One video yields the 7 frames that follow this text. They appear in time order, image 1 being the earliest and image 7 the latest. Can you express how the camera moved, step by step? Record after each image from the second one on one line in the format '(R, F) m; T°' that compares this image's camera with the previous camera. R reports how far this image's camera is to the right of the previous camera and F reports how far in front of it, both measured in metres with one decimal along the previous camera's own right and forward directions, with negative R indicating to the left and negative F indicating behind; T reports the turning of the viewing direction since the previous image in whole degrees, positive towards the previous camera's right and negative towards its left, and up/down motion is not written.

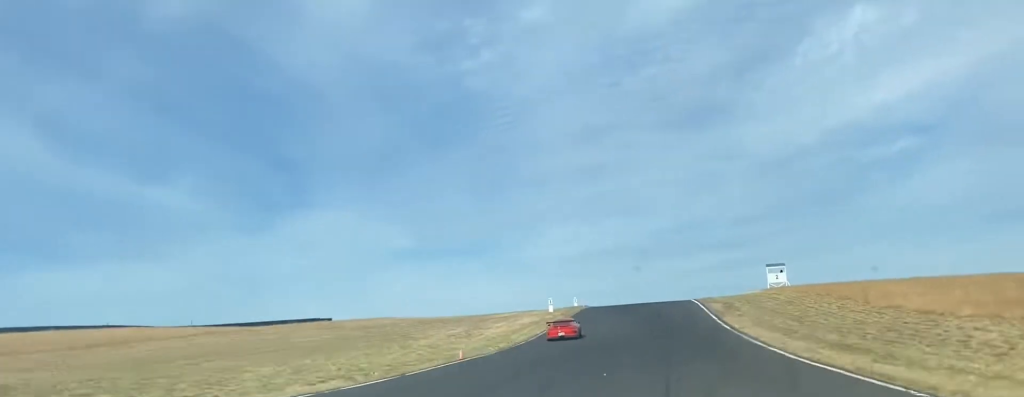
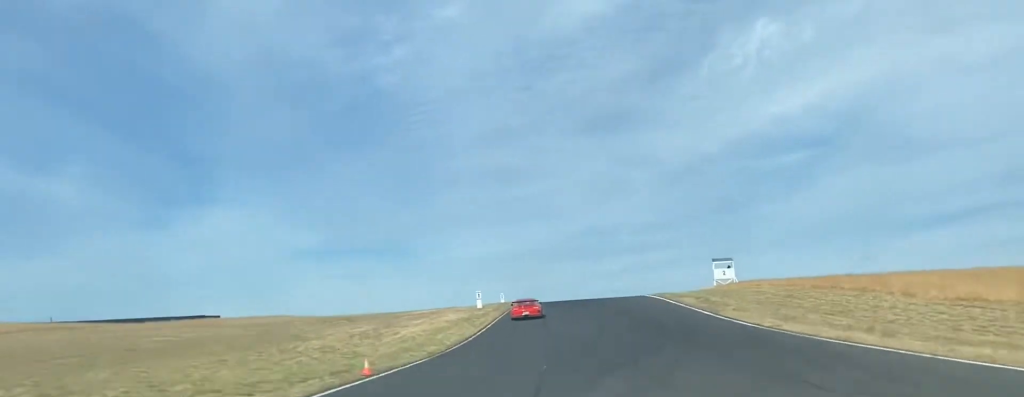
(+1.3, +16.3) m; +9°
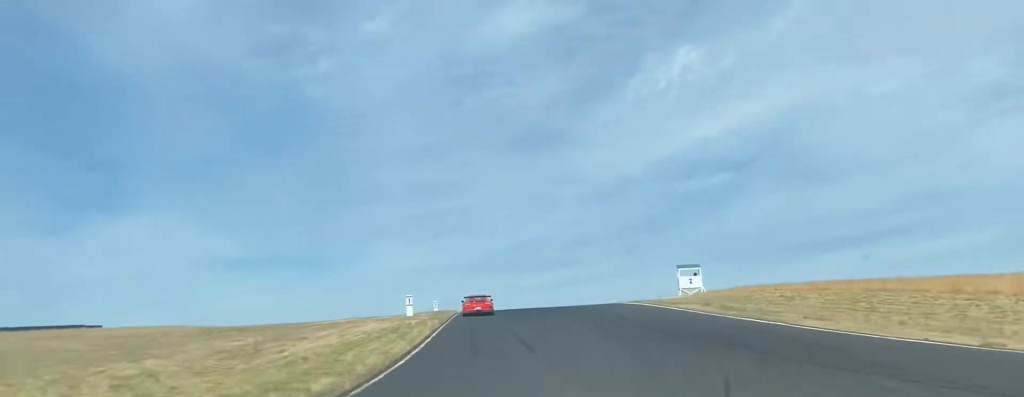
(+1.7, +17.3) m; +4°
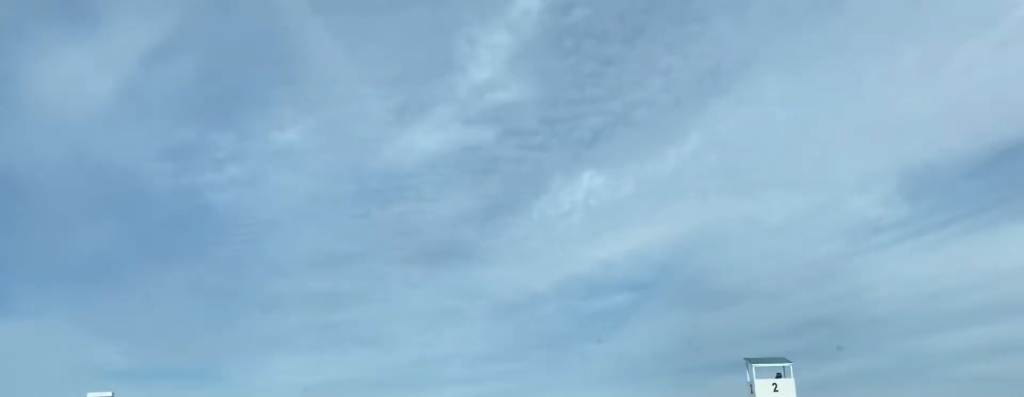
(+2.1, +43.1) m; 0°
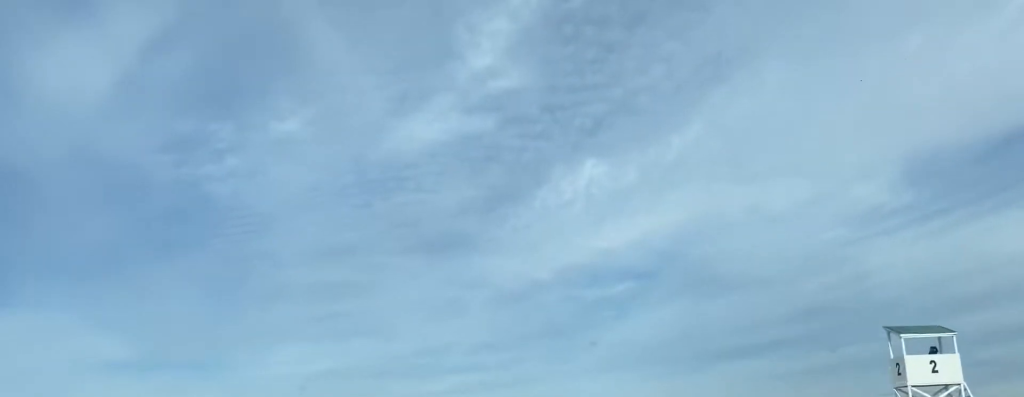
(-0.2, +16.4) m; -2°
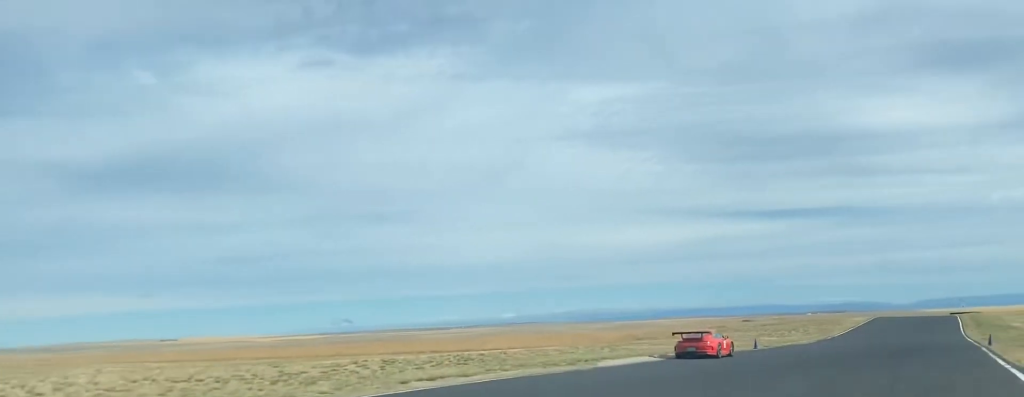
(+24.1, +56.8) m; +80°
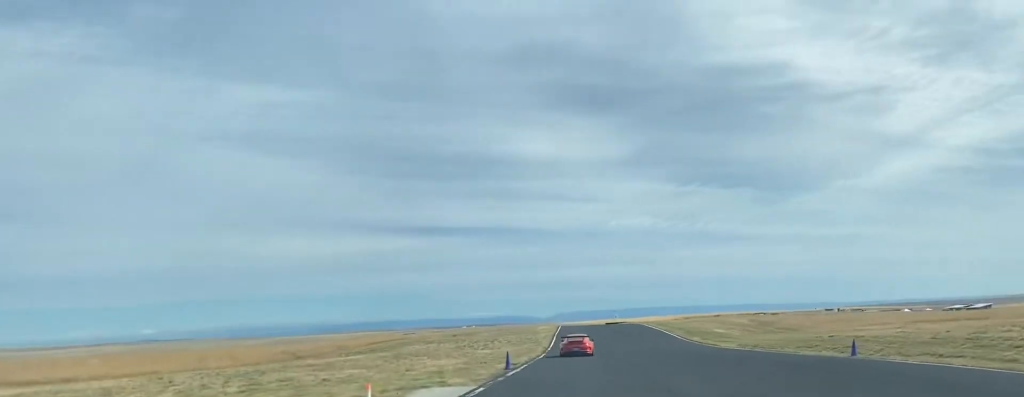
(+5.1, +24.3) m; +22°
